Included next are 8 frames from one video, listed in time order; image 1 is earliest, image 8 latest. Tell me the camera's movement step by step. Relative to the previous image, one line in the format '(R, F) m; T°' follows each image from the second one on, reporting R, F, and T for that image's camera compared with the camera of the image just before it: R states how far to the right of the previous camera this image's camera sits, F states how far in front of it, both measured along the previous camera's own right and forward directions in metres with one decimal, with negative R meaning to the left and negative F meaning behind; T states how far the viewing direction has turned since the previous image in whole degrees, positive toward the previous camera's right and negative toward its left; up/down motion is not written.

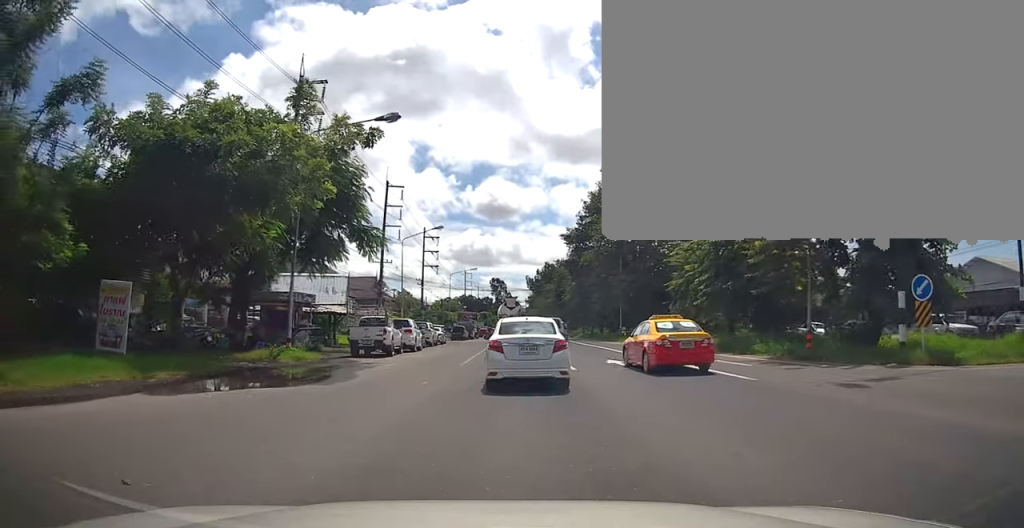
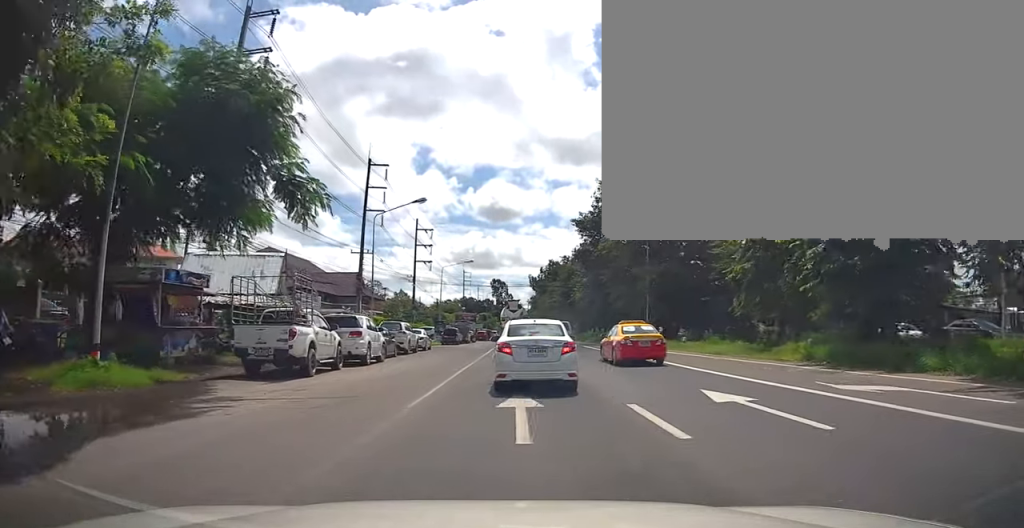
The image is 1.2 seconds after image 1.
(+0.3, +10.5) m; -1°
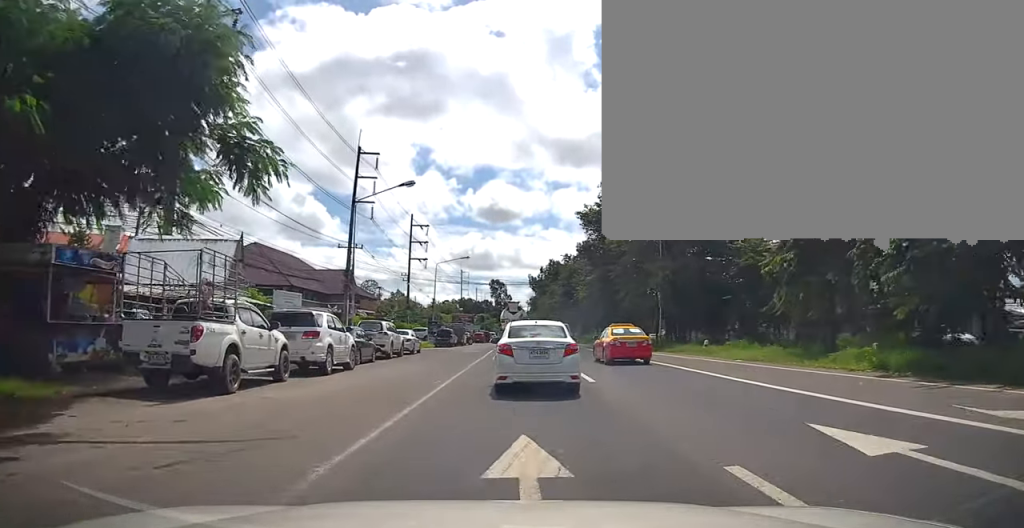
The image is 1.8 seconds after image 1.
(-0.2, +4.3) m; -2°
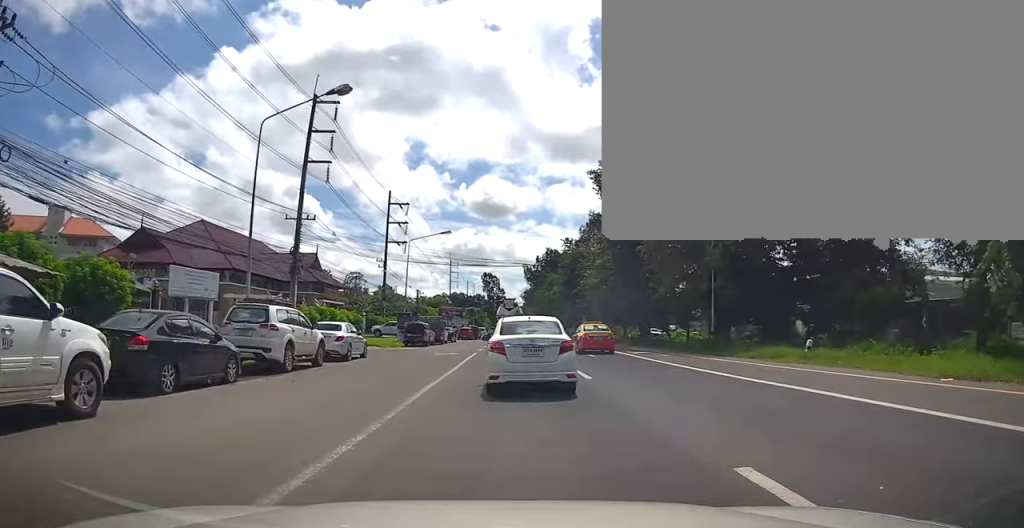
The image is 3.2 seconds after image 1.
(-0.1, +12.4) m; 0°
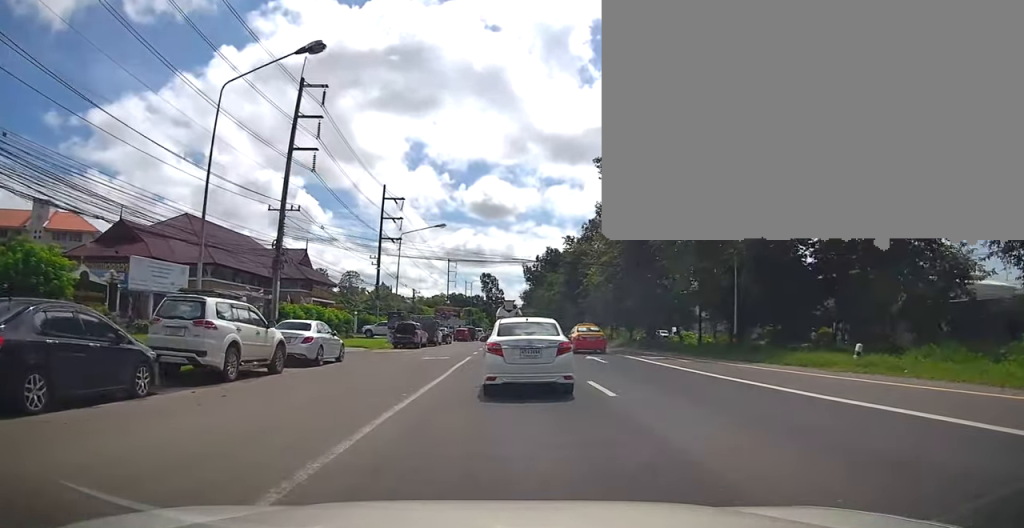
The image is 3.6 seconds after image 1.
(-0.1, +3.4) m; +1°
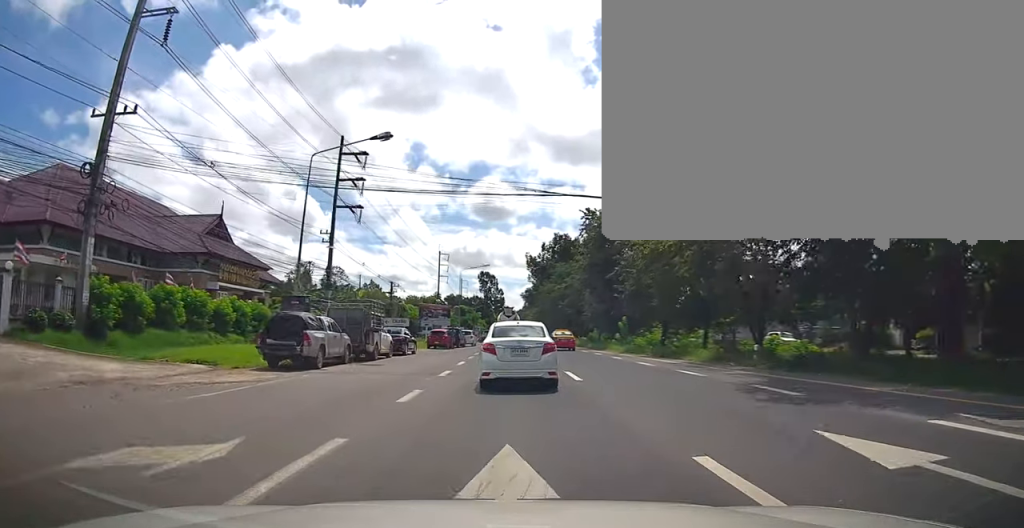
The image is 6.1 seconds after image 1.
(+0.2, +20.4) m; +1°
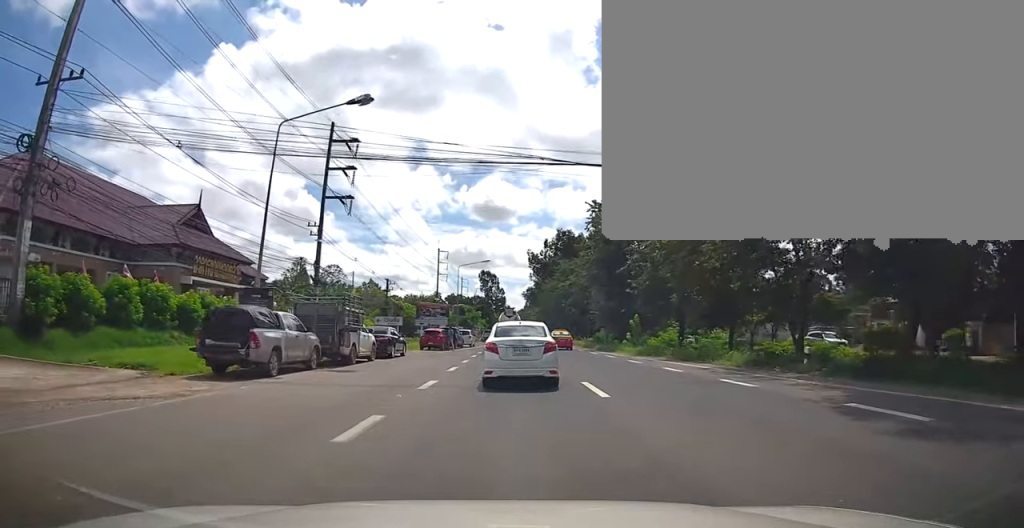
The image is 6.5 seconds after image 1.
(+0.2, +3.6) m; 0°
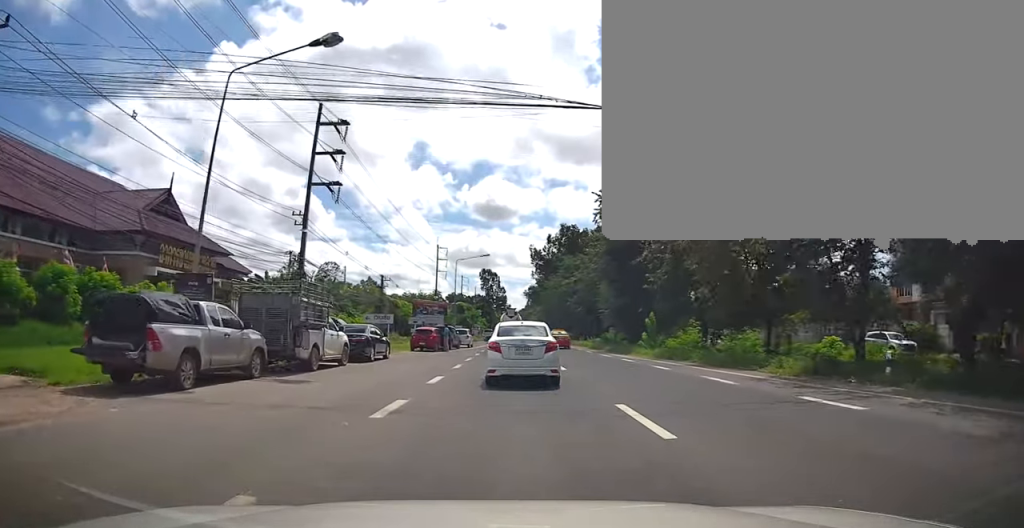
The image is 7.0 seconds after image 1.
(+0.1, +4.1) m; 0°
